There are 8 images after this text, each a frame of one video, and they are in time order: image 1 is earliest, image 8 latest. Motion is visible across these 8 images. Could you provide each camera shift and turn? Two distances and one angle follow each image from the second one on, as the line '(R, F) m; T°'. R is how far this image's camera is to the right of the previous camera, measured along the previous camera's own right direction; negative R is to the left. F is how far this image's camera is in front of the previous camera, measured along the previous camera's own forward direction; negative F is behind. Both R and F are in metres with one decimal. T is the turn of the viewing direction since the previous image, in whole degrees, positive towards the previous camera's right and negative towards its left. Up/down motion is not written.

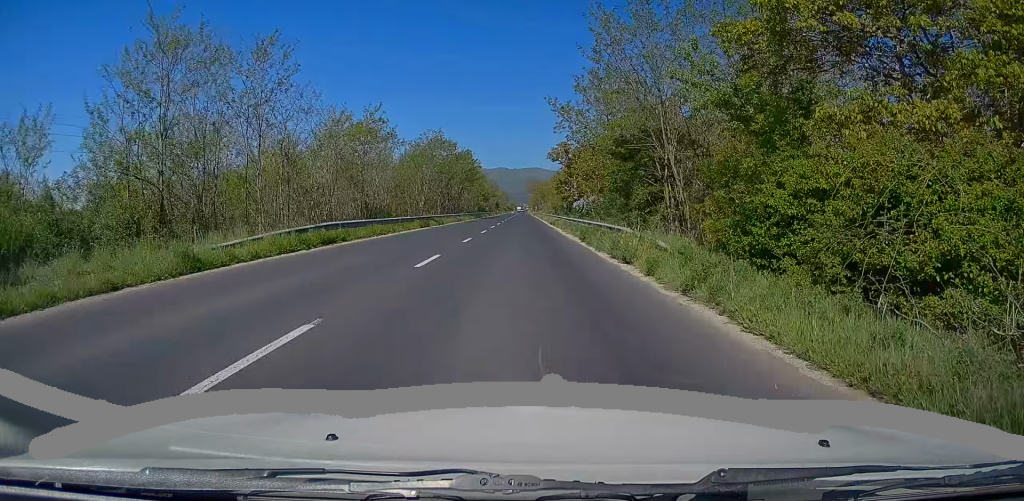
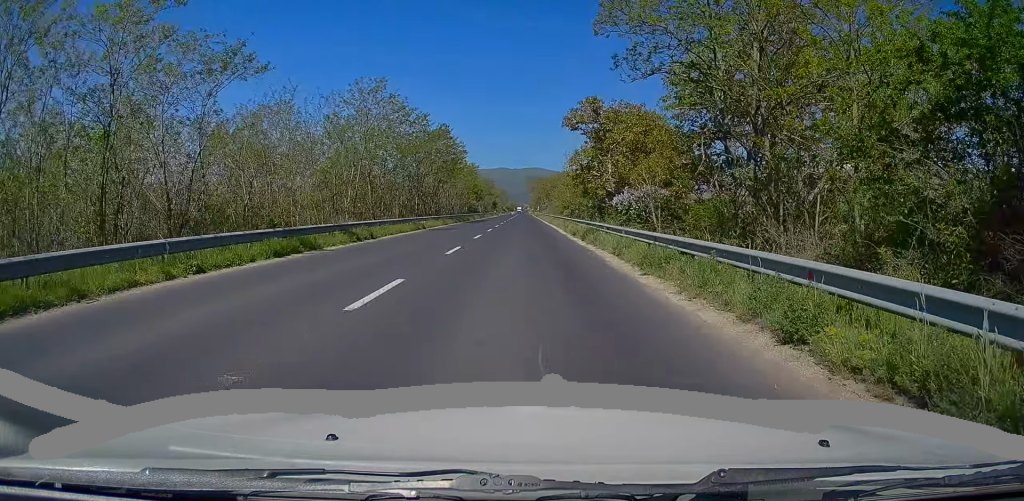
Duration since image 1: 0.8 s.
(0.0, +22.7) m; 0°
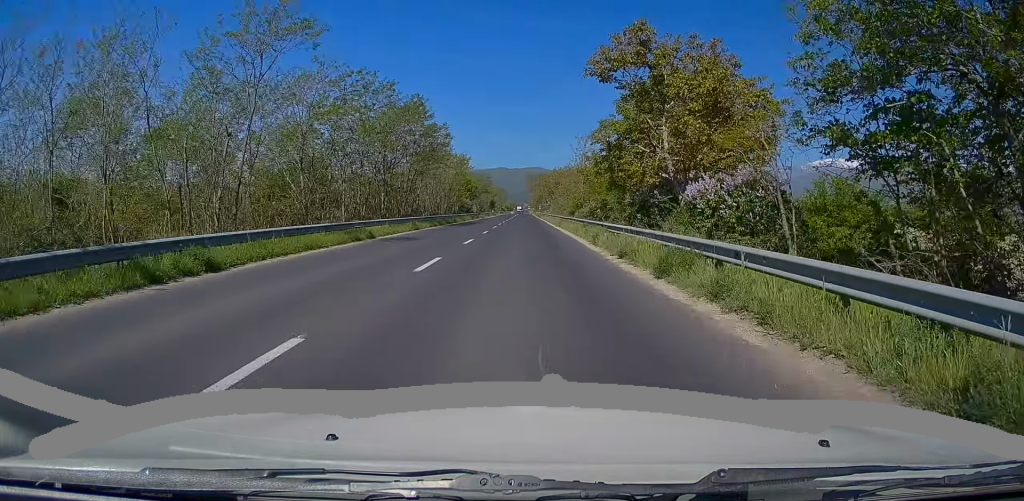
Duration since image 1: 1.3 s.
(+0.1, +13.6) m; +1°
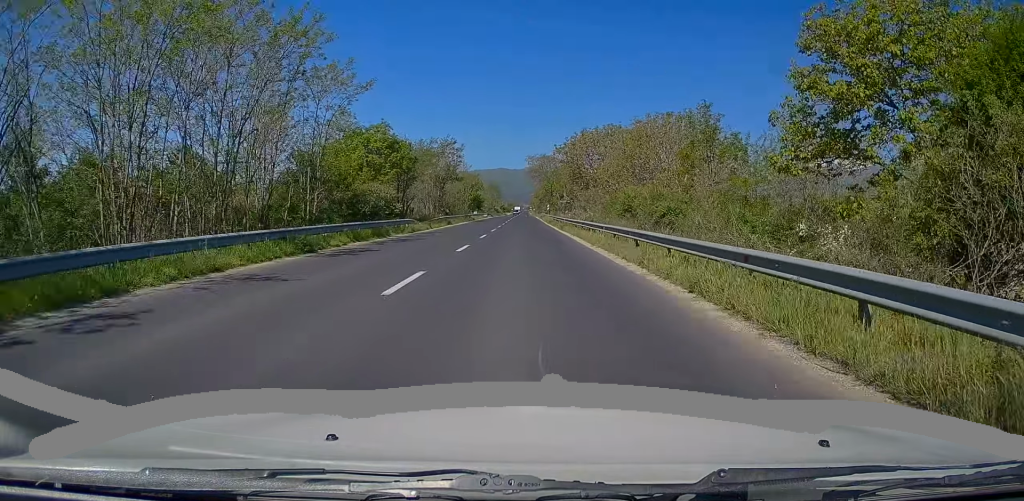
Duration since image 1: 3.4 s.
(-0.7, +56.5) m; -1°
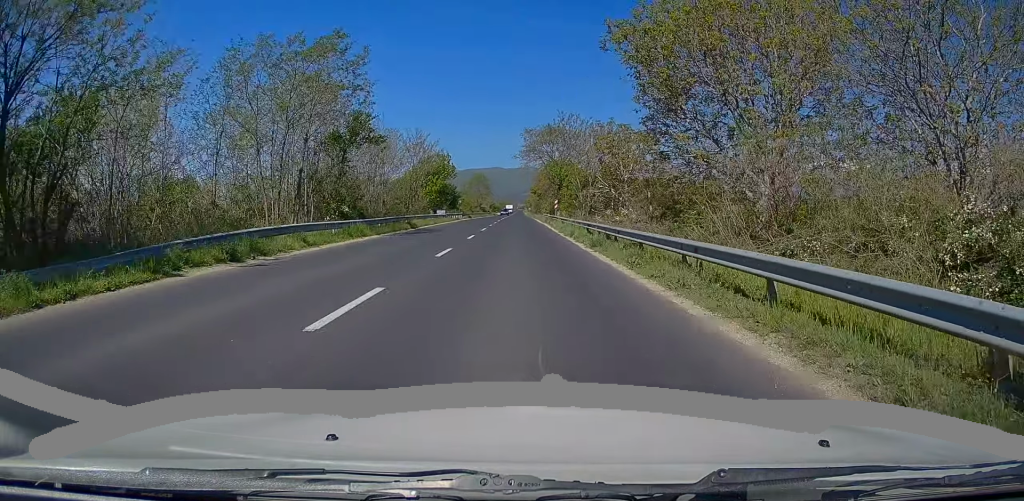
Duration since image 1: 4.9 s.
(+0.6, +38.1) m; +1°
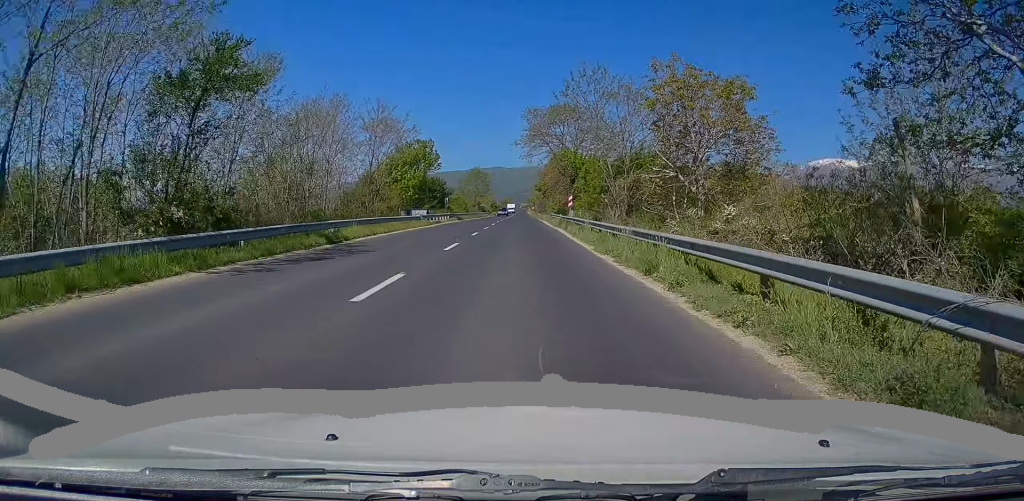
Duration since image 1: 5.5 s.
(0.0, +15.9) m; 0°
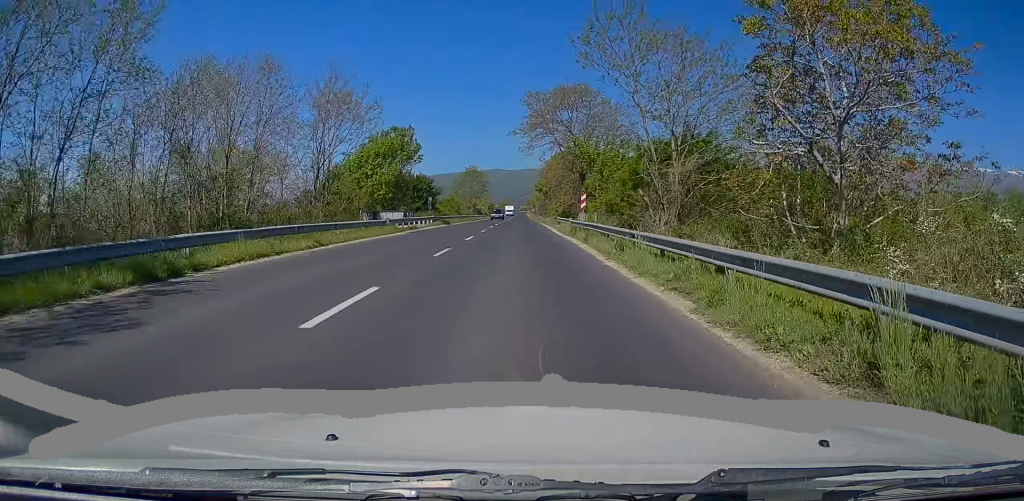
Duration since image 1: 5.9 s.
(0.0, +10.6) m; 0°
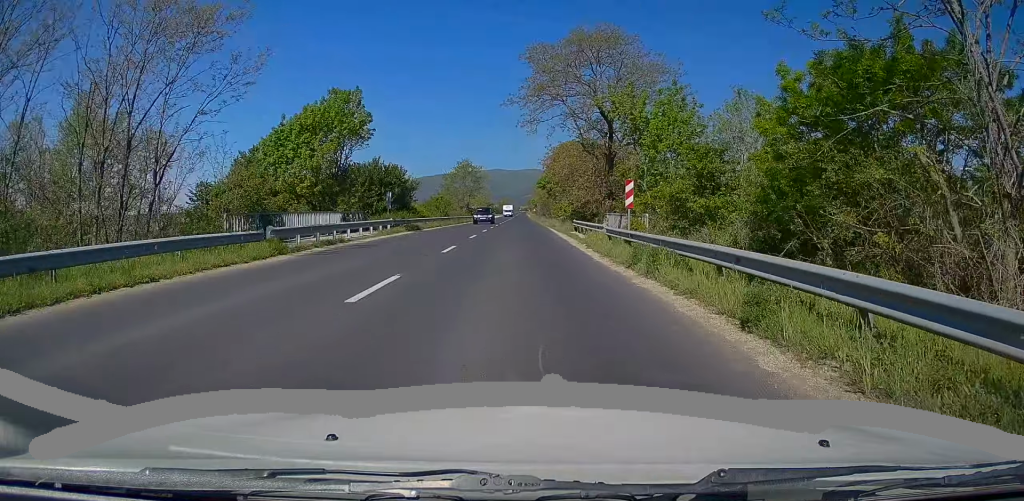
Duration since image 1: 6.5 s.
(+0.1, +15.9) m; -1°
